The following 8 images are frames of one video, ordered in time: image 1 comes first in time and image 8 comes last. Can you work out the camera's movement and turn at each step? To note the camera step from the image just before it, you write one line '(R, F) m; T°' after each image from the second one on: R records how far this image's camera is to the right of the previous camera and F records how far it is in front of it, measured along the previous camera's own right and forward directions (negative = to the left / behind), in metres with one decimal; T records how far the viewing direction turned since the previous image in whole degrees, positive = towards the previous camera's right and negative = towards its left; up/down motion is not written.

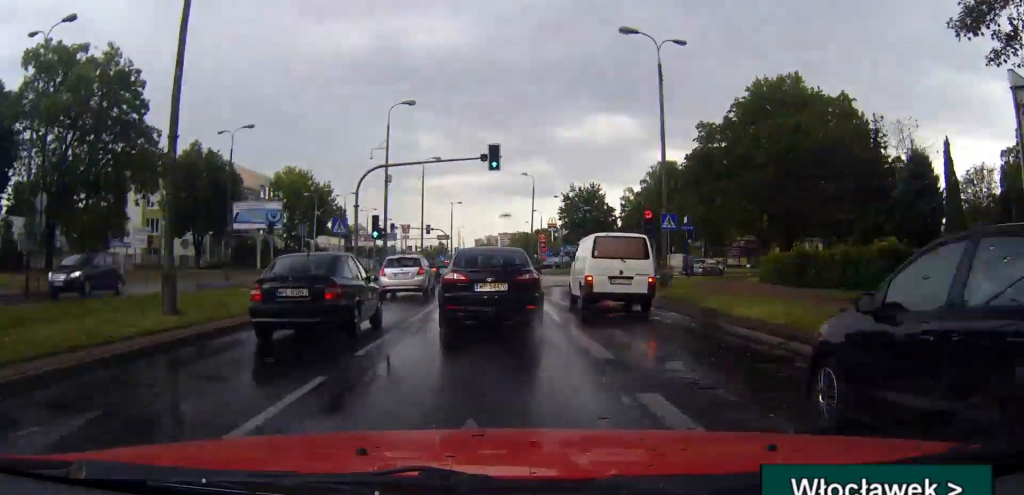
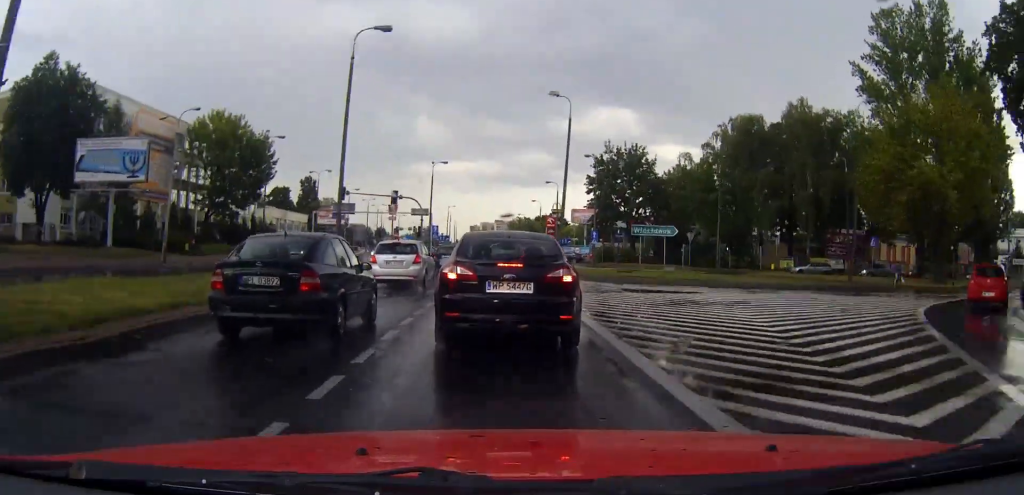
(-0.1, +31.8) m; 0°
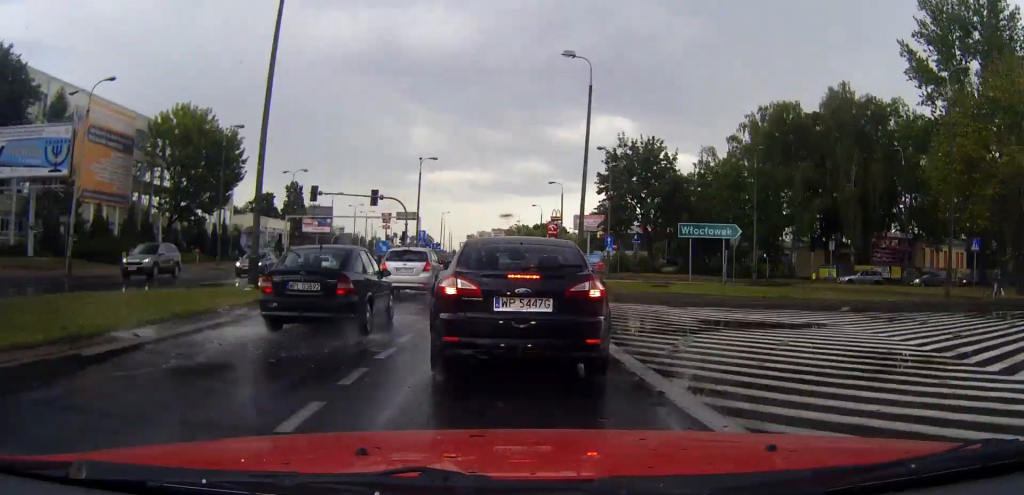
(0.0, +11.0) m; +1°
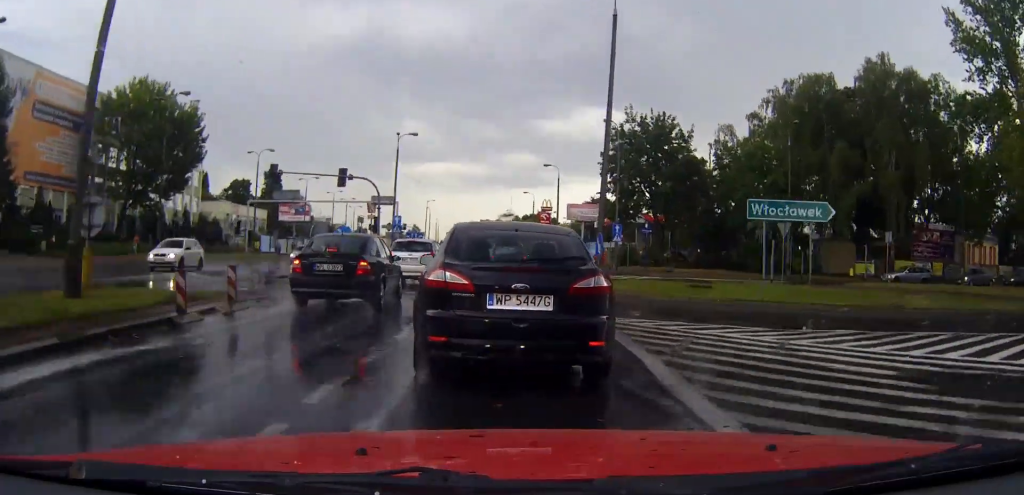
(+0.1, +10.2) m; +1°
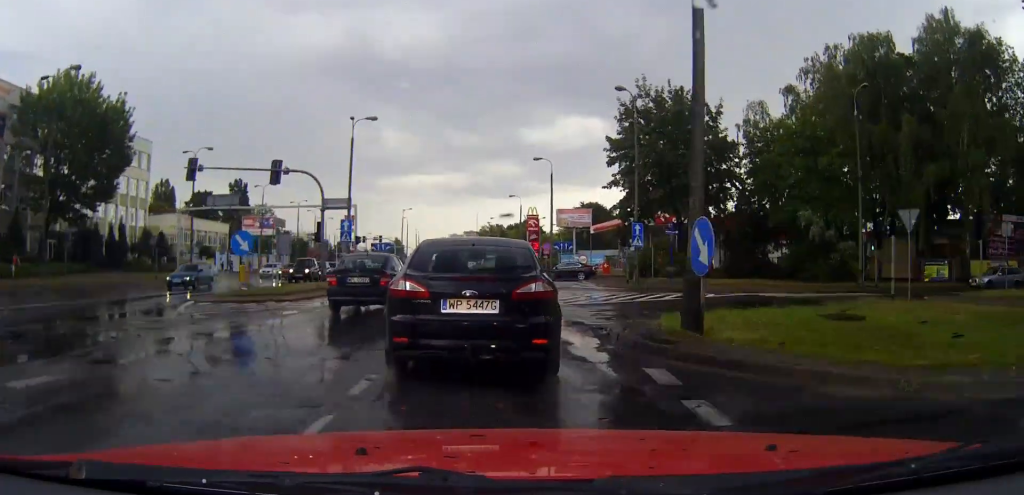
(+0.1, +16.5) m; +1°
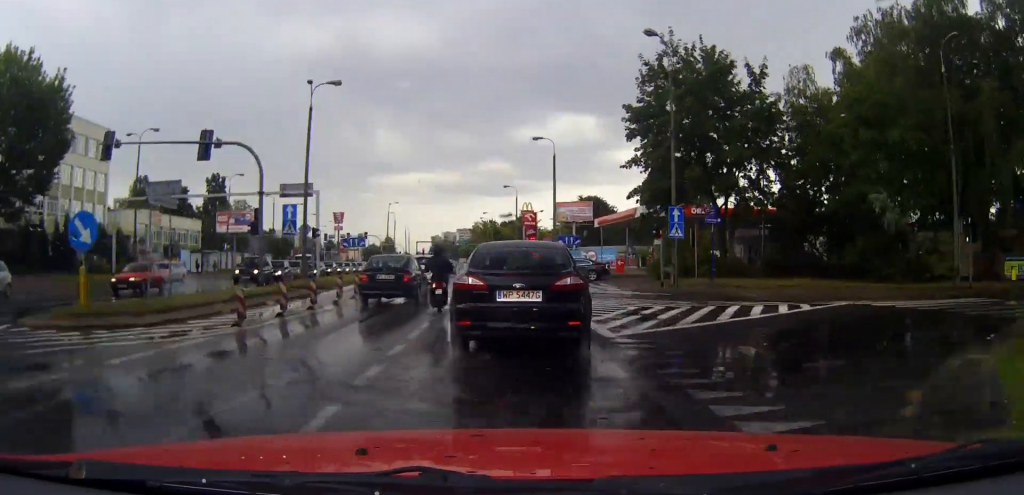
(+0.2, +12.5) m; 0°
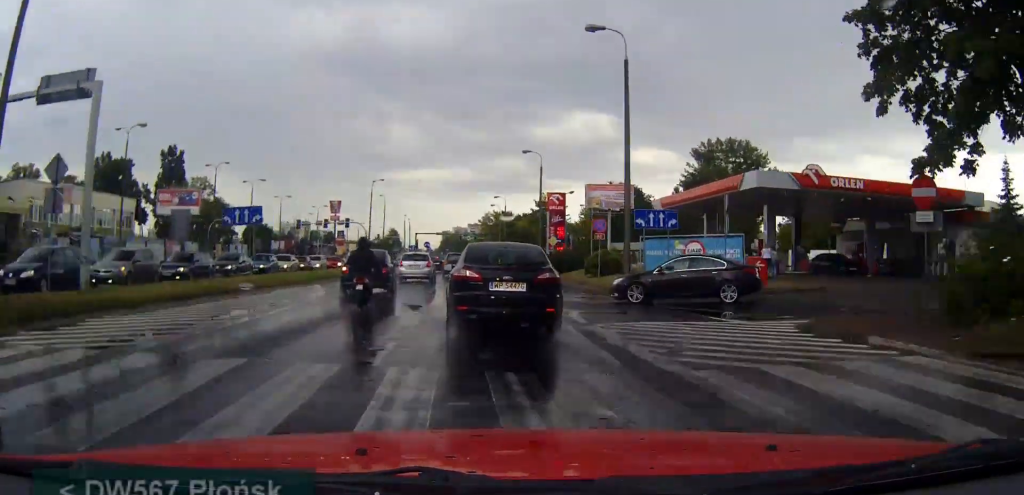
(0.0, +27.9) m; -1°
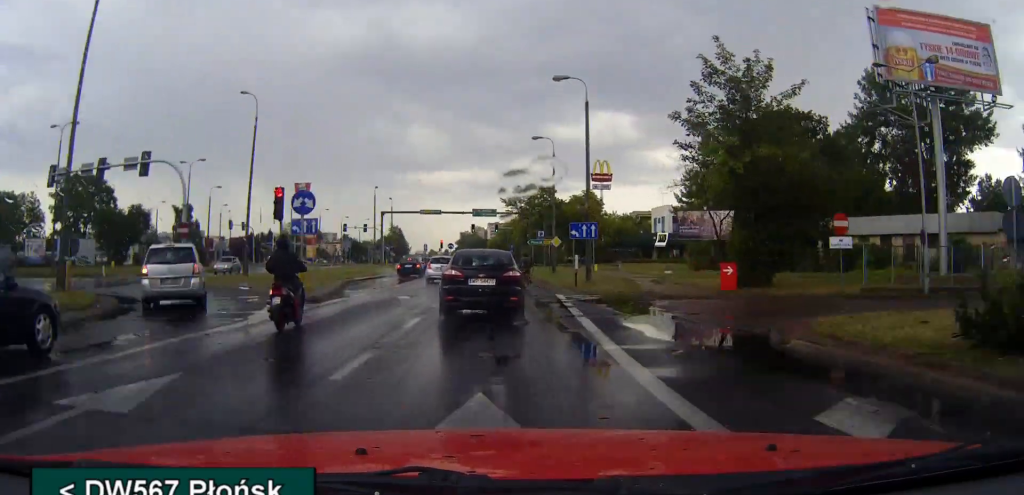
(-1.5, +71.5) m; -2°
